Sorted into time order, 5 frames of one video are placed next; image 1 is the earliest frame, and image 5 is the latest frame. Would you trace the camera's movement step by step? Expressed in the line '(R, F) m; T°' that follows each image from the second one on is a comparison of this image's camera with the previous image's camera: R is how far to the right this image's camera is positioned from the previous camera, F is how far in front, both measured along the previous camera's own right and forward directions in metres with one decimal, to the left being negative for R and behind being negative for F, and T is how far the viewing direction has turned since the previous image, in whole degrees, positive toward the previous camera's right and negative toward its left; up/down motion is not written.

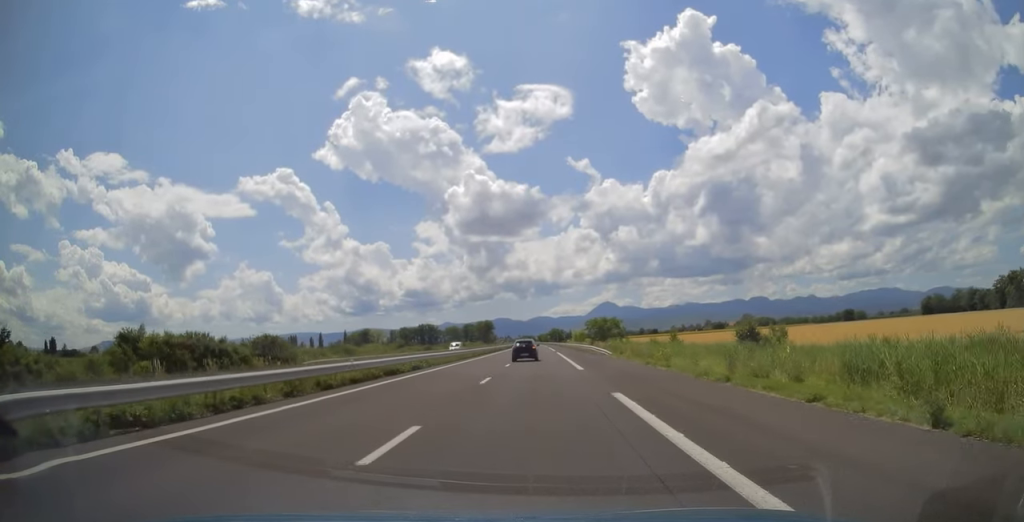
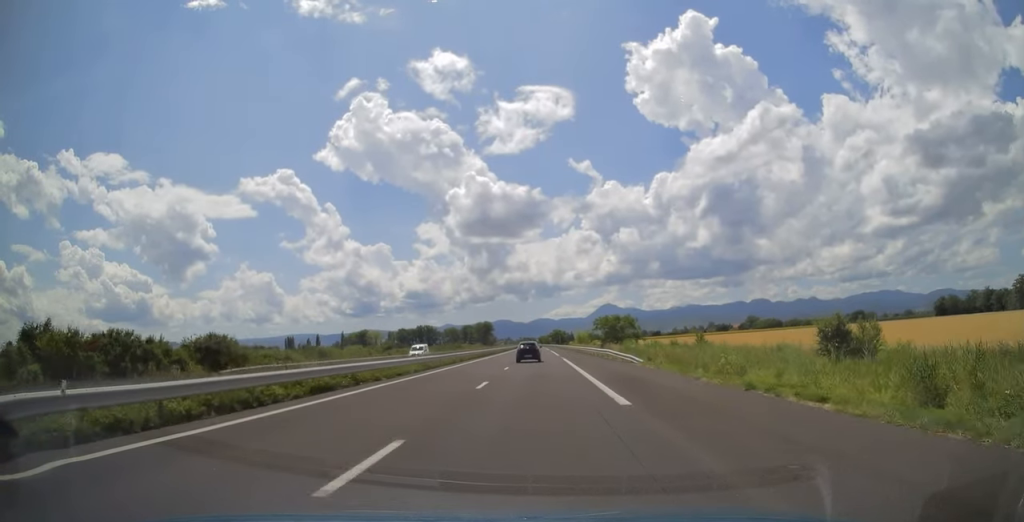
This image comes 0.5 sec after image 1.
(0.0, +14.1) m; 0°
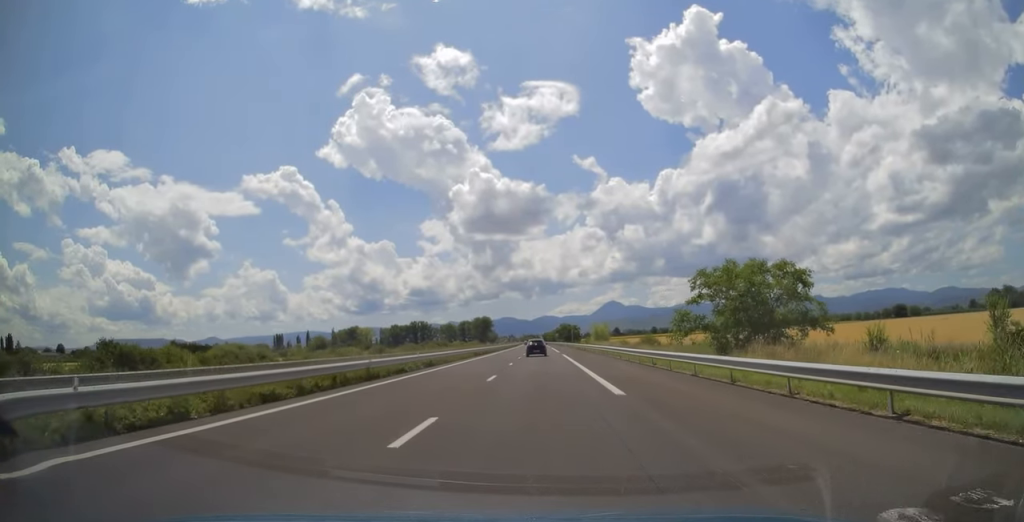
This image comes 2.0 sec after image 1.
(0.0, +49.6) m; 0°
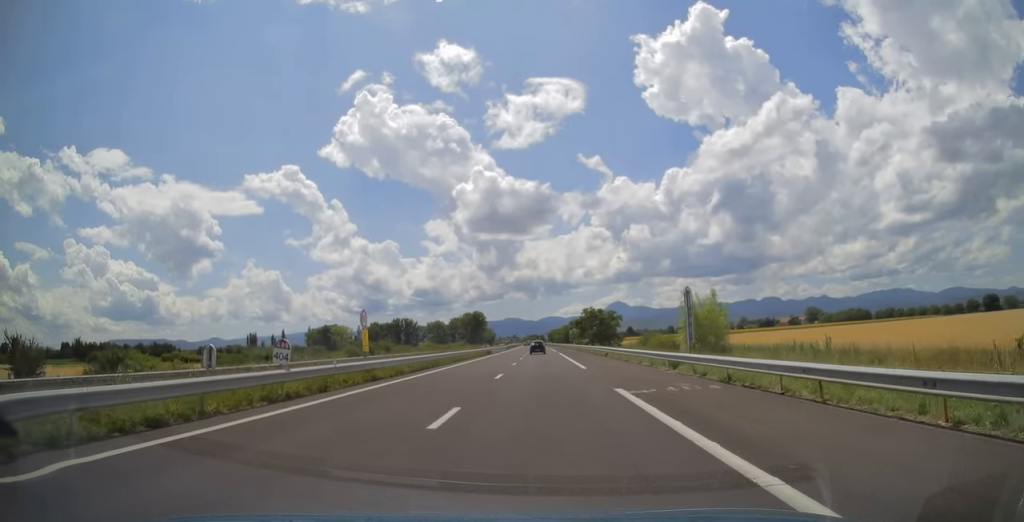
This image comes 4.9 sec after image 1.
(-1.0, +88.9) m; -2°
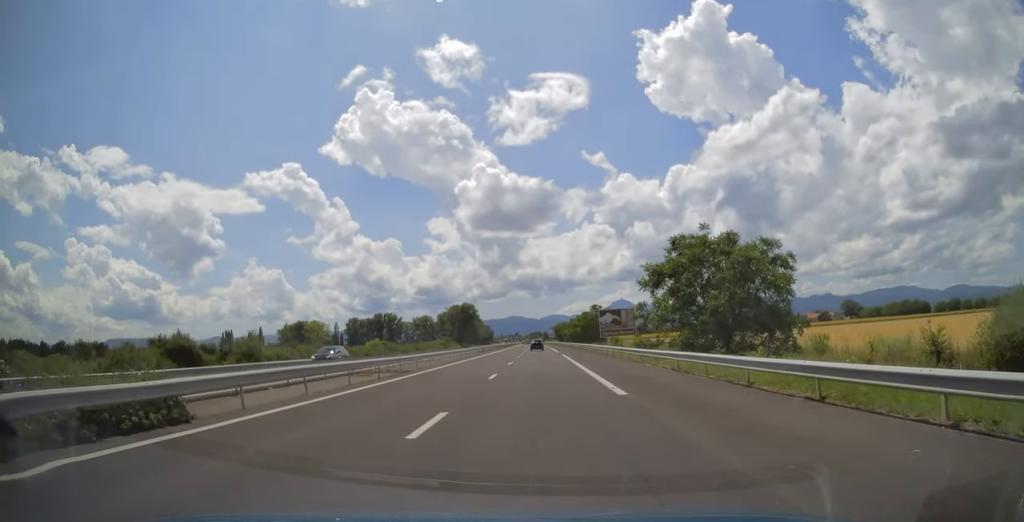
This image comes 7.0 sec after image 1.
(+0.8, +65.9) m; +1°
